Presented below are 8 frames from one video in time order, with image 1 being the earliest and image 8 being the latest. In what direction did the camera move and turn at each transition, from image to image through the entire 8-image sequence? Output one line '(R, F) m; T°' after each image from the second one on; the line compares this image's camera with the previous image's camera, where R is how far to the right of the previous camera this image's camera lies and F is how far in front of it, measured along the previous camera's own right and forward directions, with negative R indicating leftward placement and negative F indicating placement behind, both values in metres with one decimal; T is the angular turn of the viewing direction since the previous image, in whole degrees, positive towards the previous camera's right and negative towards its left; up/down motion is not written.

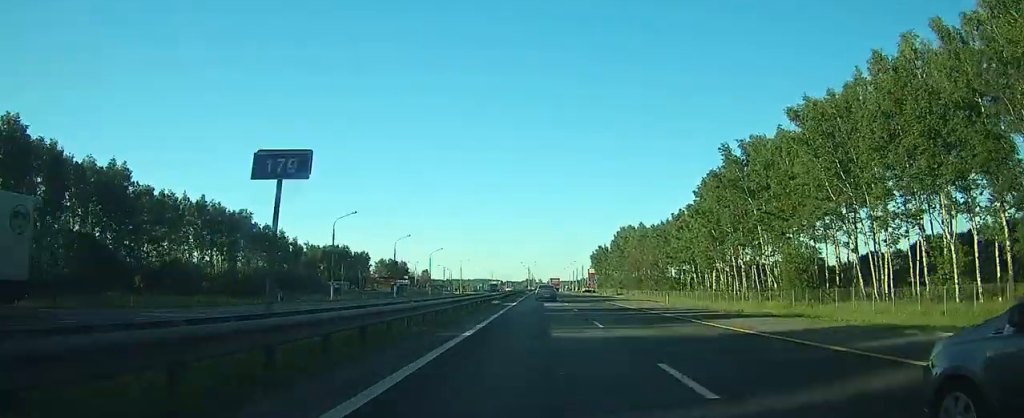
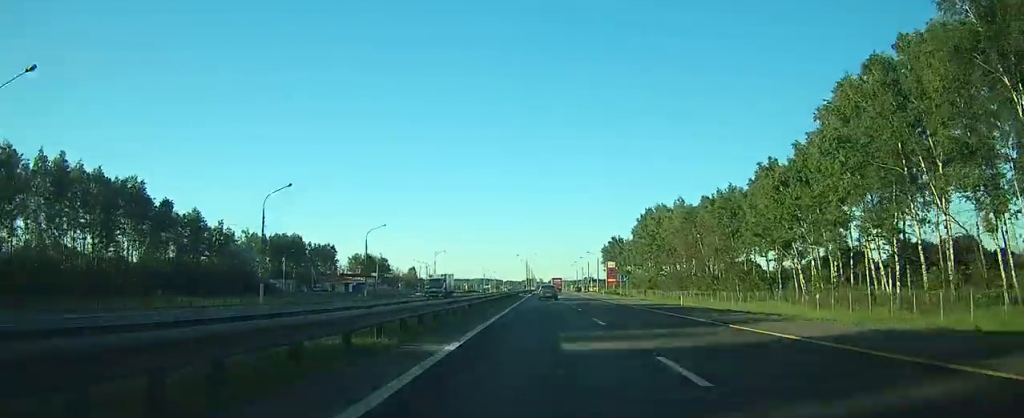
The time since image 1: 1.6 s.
(0.0, +47.2) m; 0°
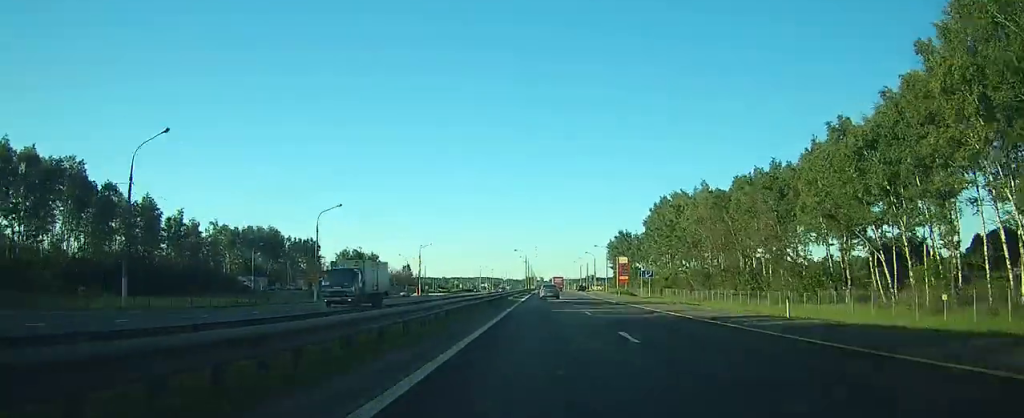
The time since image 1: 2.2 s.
(0.0, +18.2) m; 0°
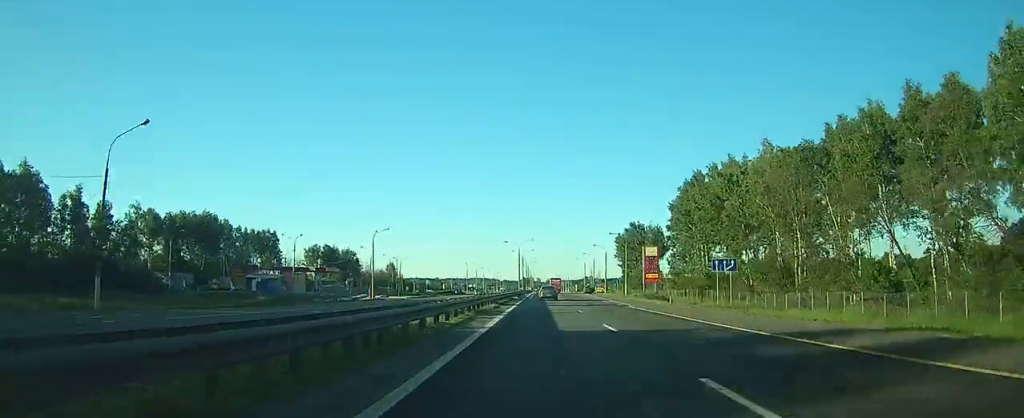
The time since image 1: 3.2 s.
(0.0, +32.2) m; 0°
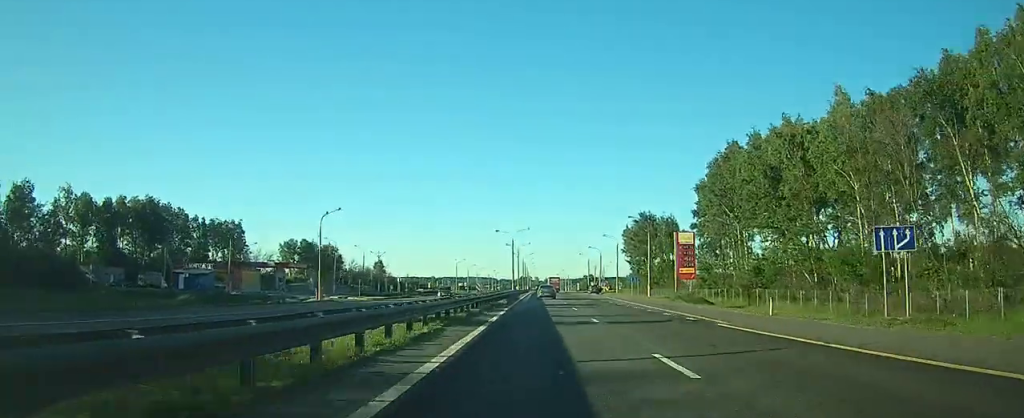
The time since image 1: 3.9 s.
(0.0, +21.1) m; 0°
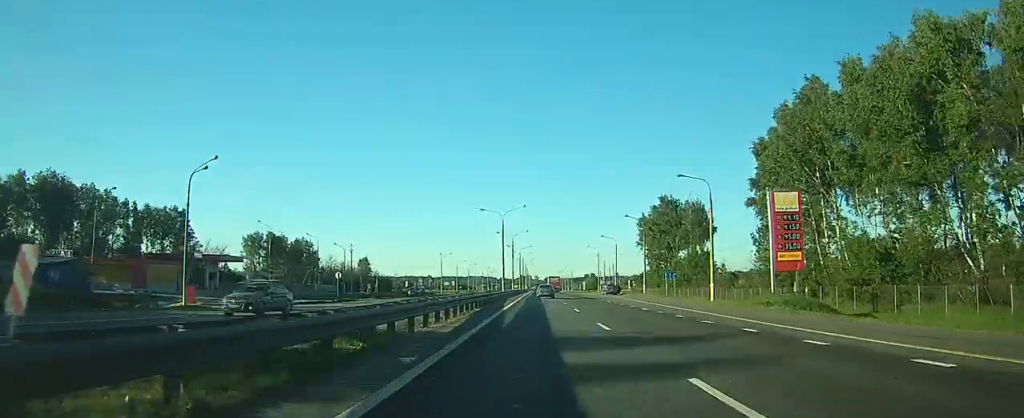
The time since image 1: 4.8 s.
(0.0, +27.1) m; 0°
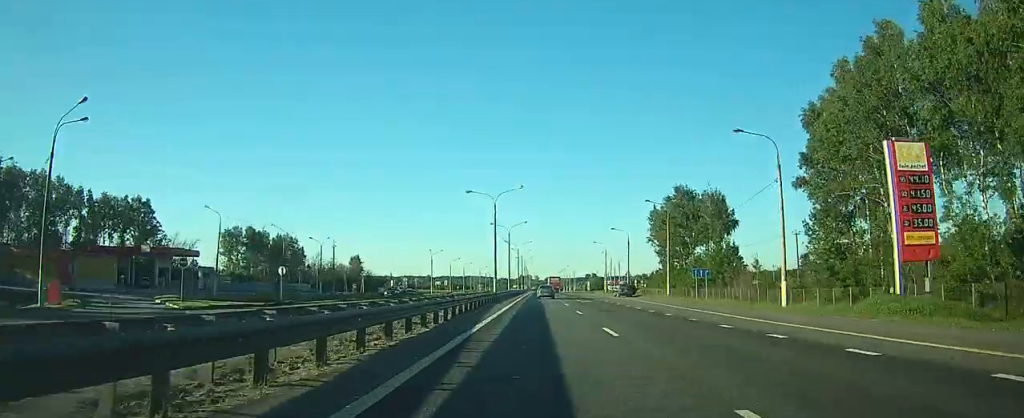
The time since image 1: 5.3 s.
(0.0, +14.1) m; 0°
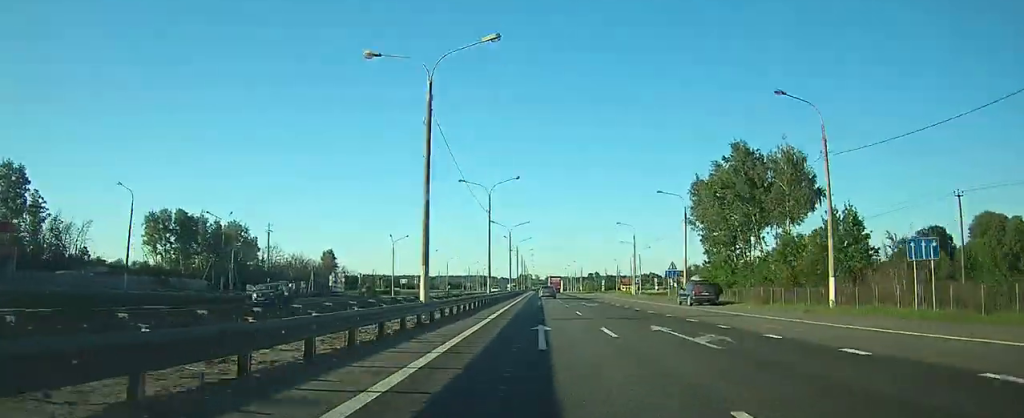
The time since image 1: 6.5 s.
(0.0, +36.1) m; 0°
